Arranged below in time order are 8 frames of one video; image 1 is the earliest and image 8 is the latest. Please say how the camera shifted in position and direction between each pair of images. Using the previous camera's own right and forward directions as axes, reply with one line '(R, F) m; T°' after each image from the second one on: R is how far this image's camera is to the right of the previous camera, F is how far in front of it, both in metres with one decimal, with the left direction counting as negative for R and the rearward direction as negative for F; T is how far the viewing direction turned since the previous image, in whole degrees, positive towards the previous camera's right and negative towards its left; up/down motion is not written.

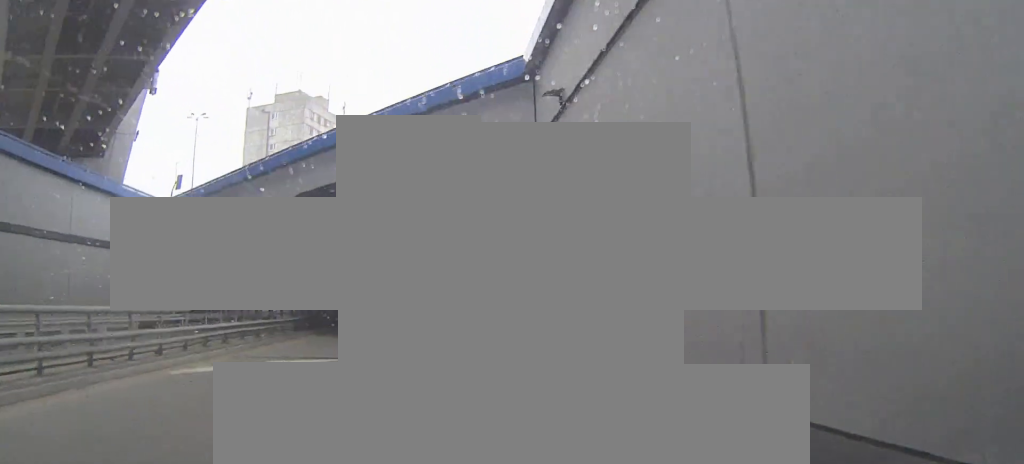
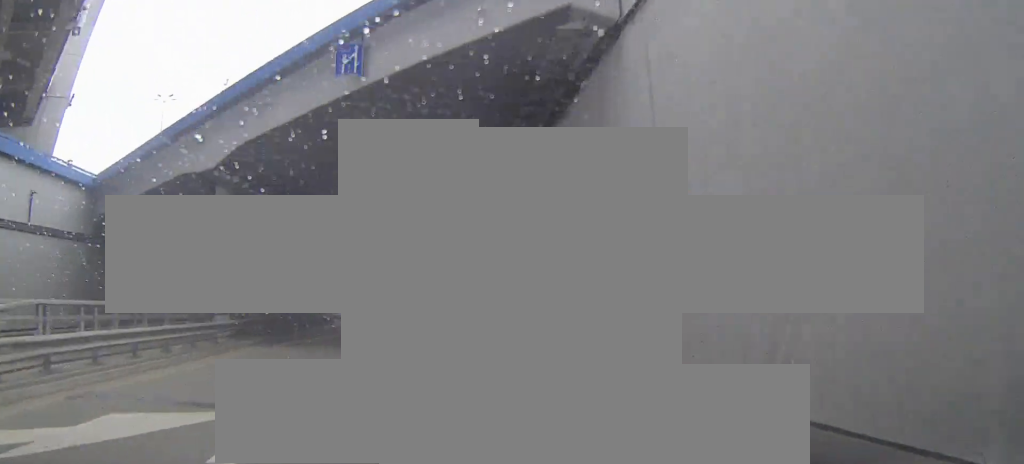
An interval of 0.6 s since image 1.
(-0.1, +8.7) m; -4°
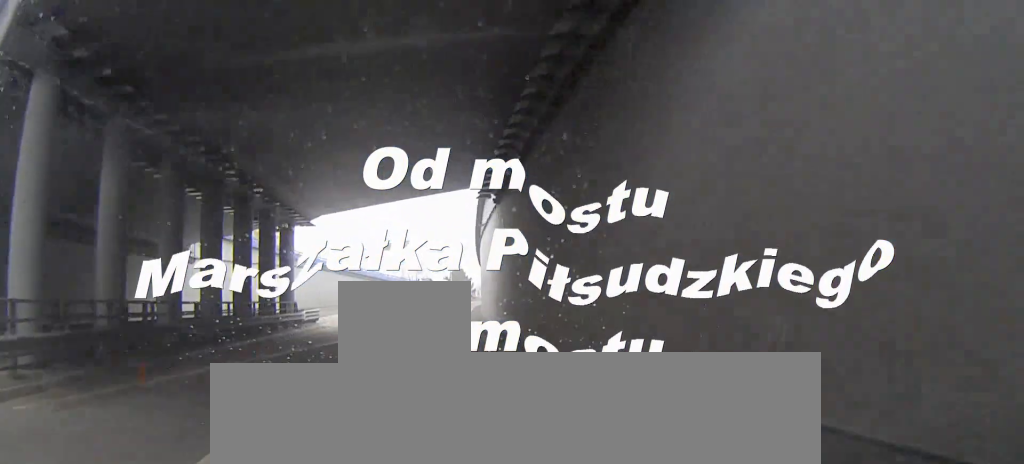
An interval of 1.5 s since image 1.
(-1.0, +13.0) m; -8°
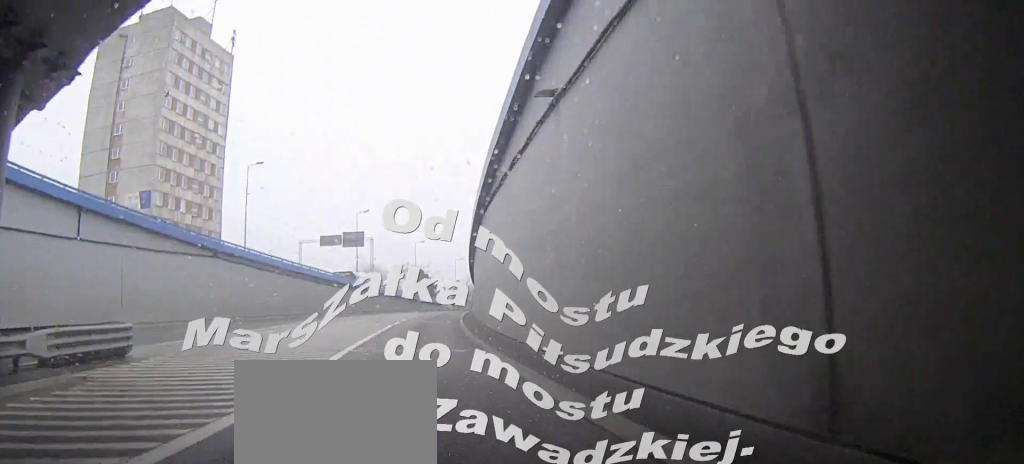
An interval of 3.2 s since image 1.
(+0.8, +25.1) m; +11°
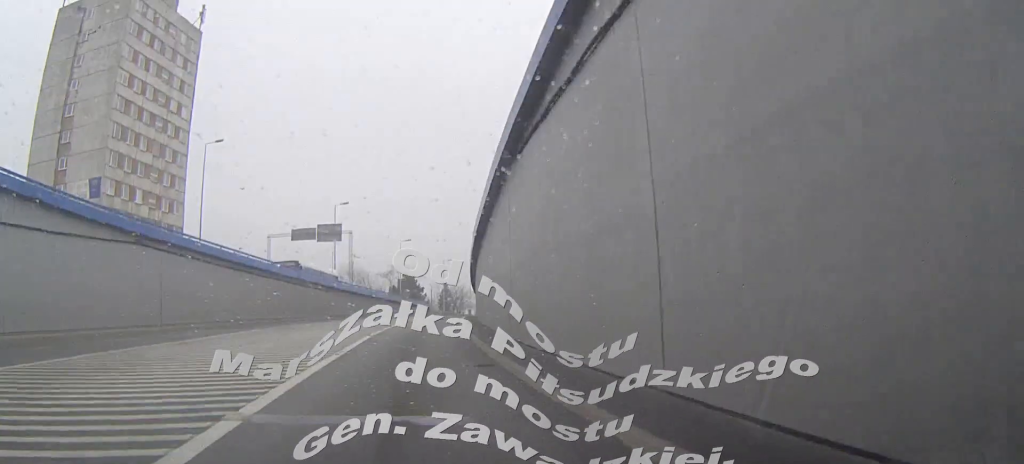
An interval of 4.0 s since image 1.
(+0.7, +12.2) m; +7°
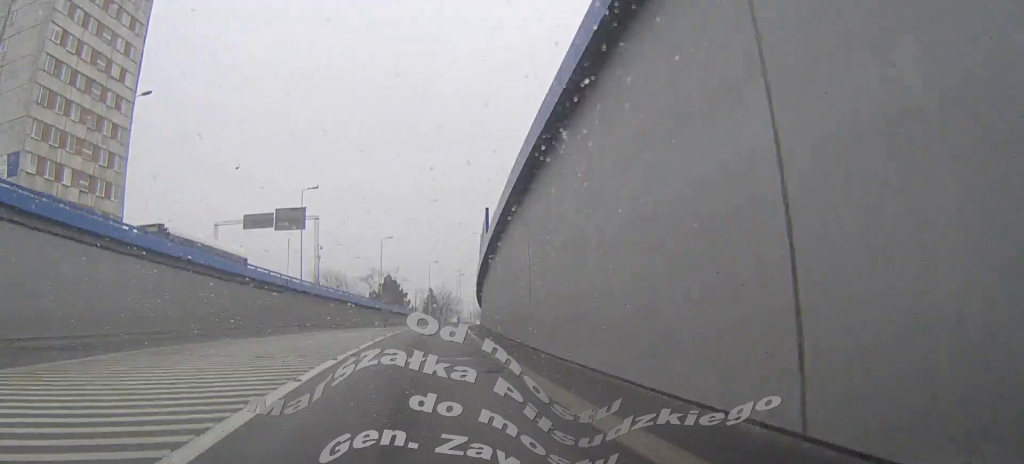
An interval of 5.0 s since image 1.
(+1.6, +16.7) m; +5°
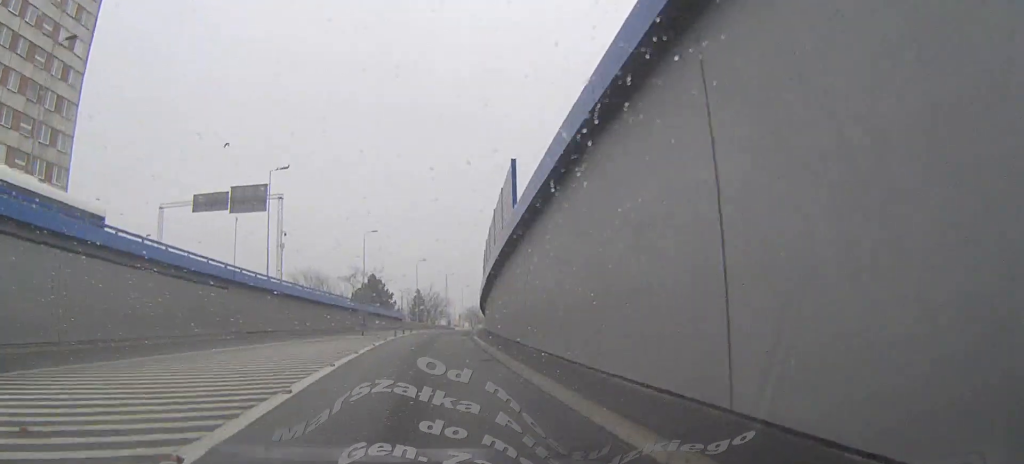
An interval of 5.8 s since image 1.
(-0.2, +11.9) m; -1°
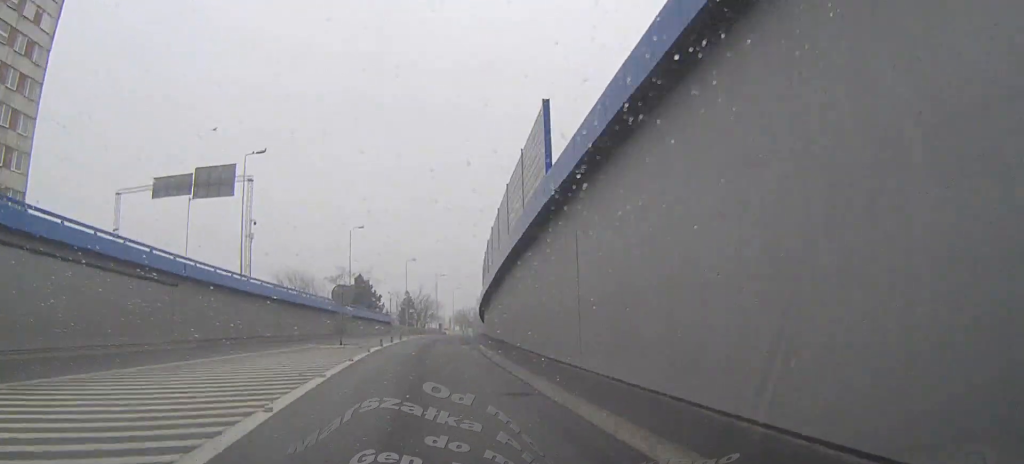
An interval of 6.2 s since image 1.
(-0.3, +6.9) m; -1°
